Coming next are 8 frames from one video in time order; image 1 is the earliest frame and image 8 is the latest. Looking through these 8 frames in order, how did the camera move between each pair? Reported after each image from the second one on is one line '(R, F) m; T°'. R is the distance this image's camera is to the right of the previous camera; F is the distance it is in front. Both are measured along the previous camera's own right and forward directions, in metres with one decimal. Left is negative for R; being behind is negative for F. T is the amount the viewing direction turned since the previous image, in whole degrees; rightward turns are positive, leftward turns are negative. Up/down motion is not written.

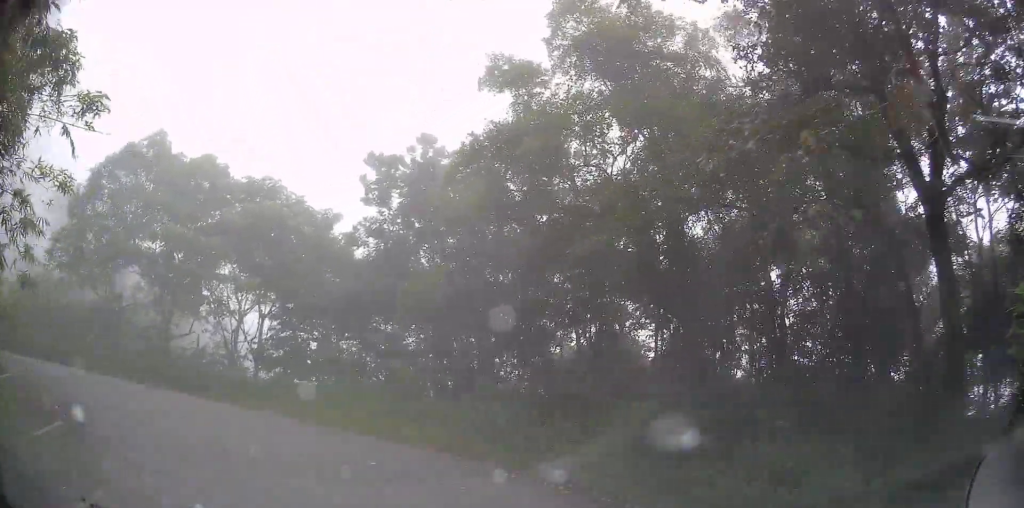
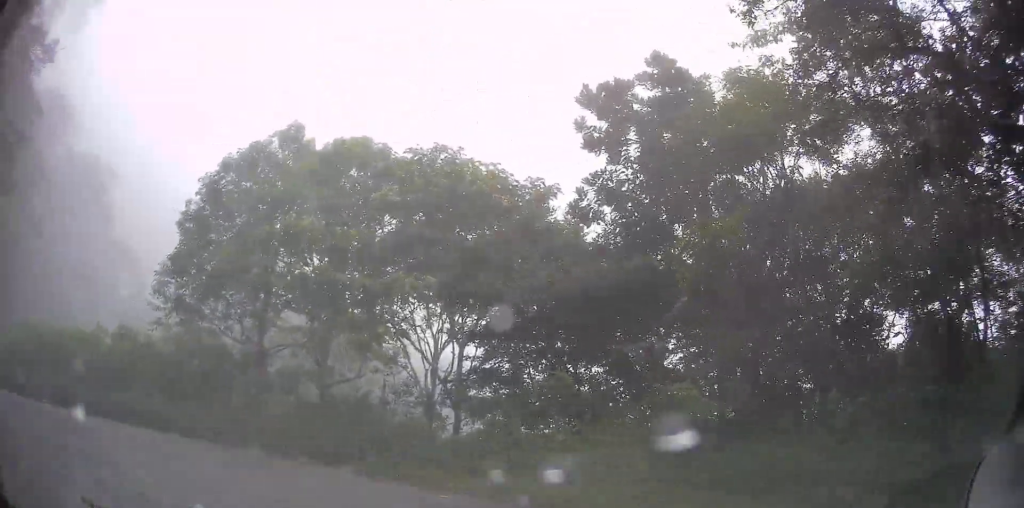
(-1.5, +5.8) m; -31°
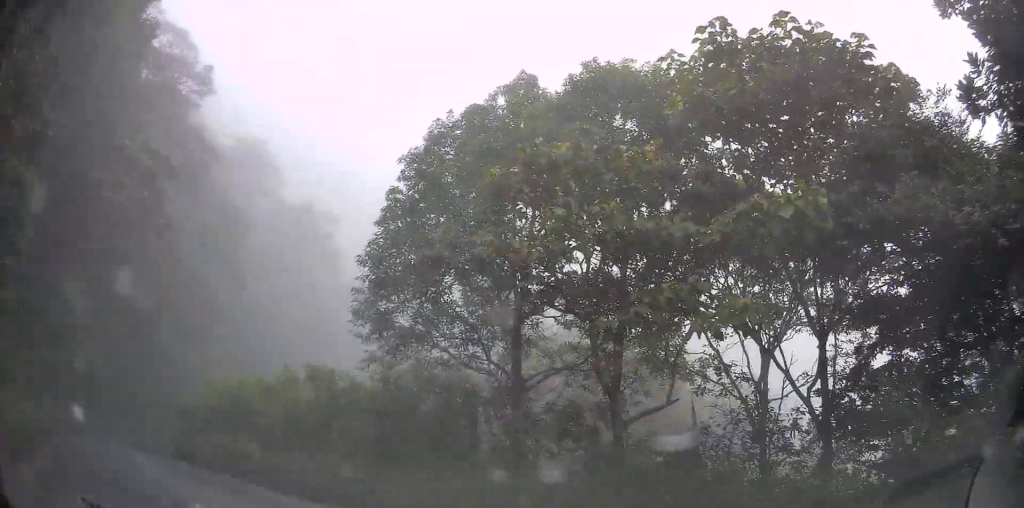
(-1.1, +4.9) m; -20°
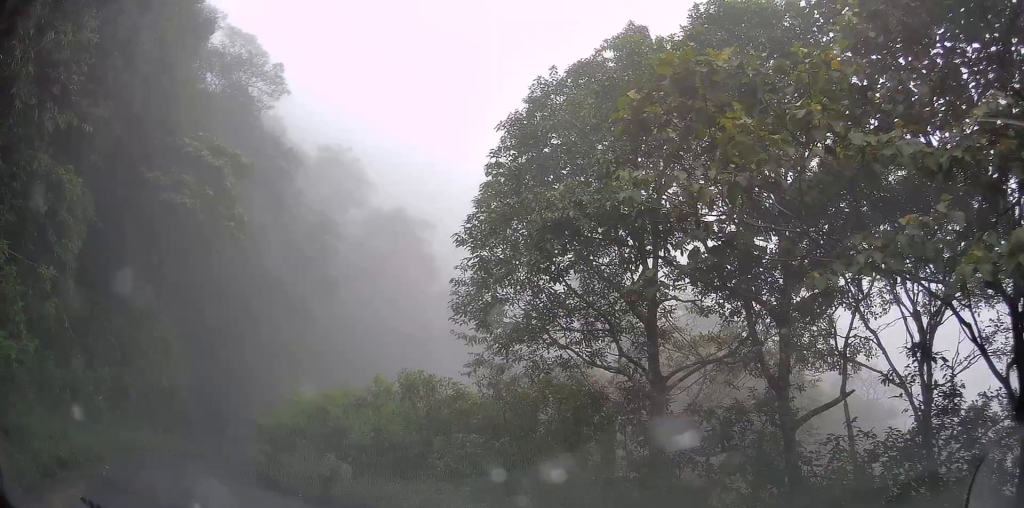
(-0.2, +2.0) m; -8°
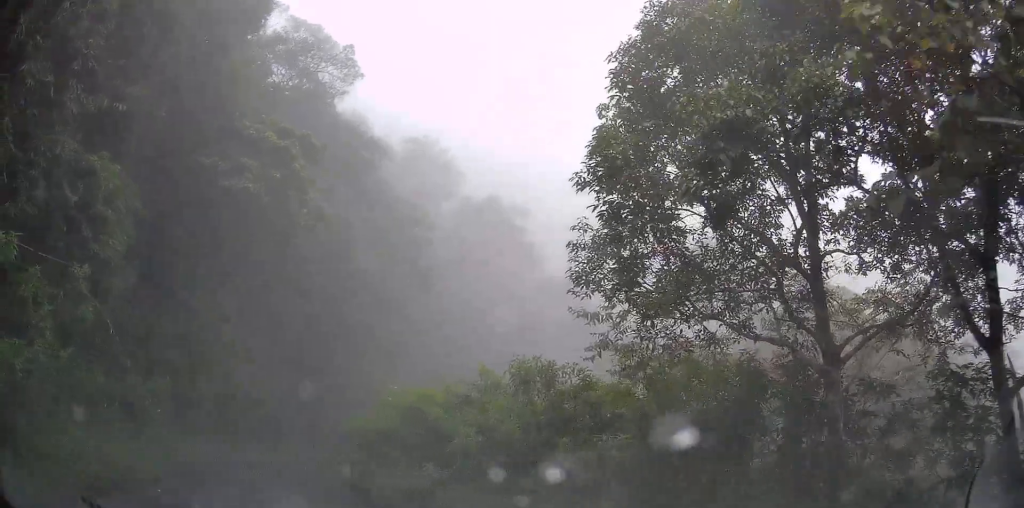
(+0.1, +2.0) m; -8°
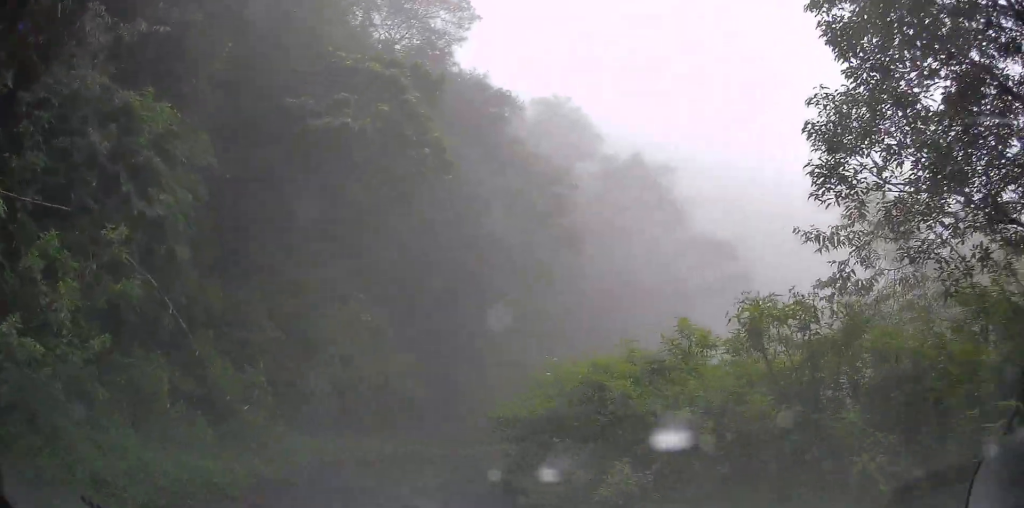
(-0.5, +3.0) m; -13°
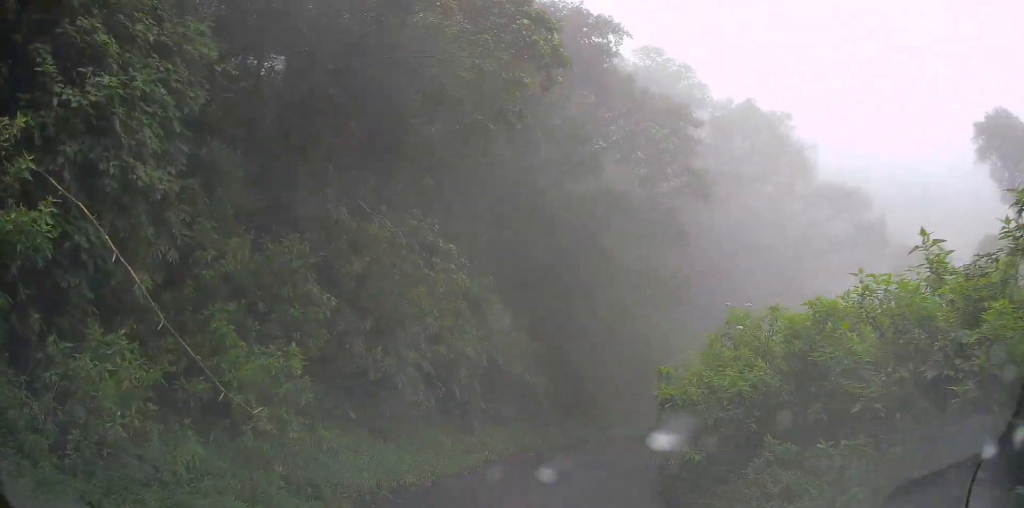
(-0.7, +4.4) m; -12°
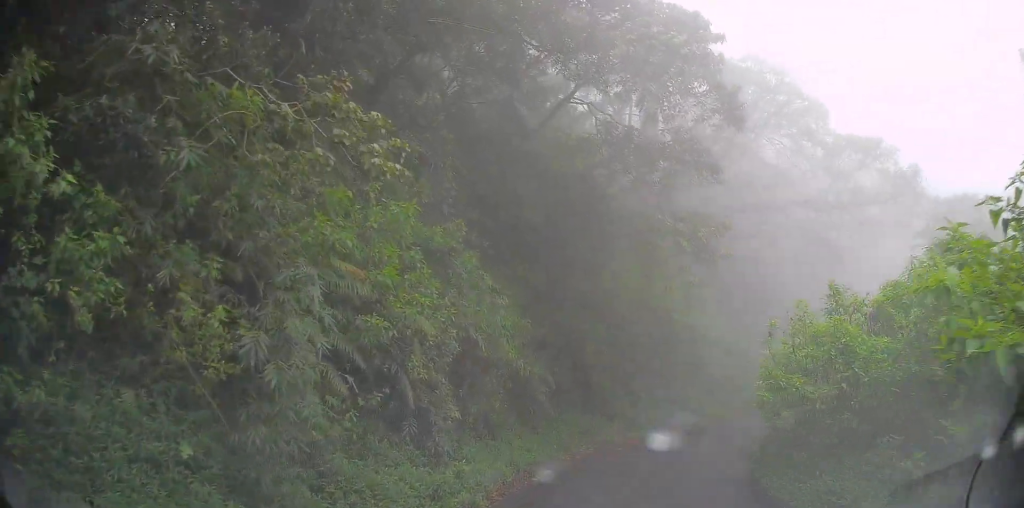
(-0.6, +6.6) m; -4°
